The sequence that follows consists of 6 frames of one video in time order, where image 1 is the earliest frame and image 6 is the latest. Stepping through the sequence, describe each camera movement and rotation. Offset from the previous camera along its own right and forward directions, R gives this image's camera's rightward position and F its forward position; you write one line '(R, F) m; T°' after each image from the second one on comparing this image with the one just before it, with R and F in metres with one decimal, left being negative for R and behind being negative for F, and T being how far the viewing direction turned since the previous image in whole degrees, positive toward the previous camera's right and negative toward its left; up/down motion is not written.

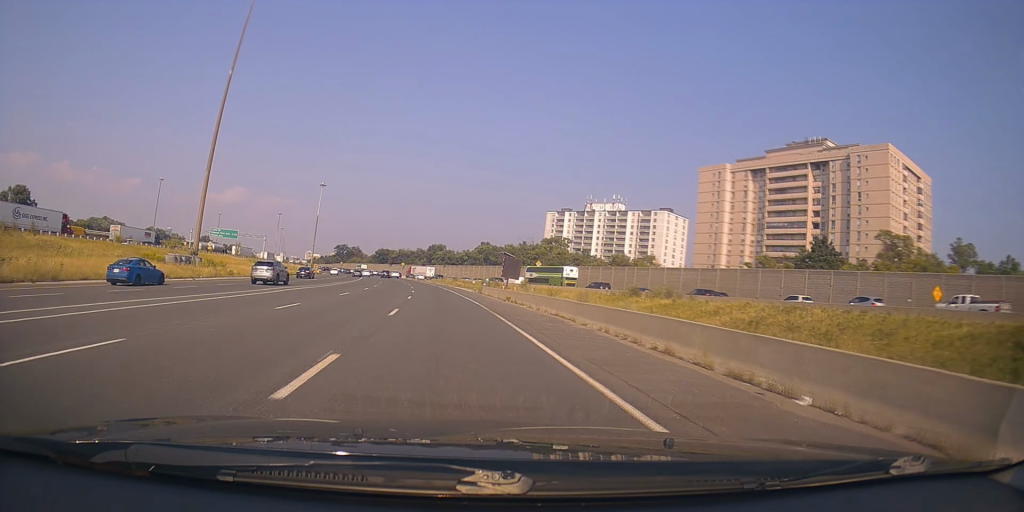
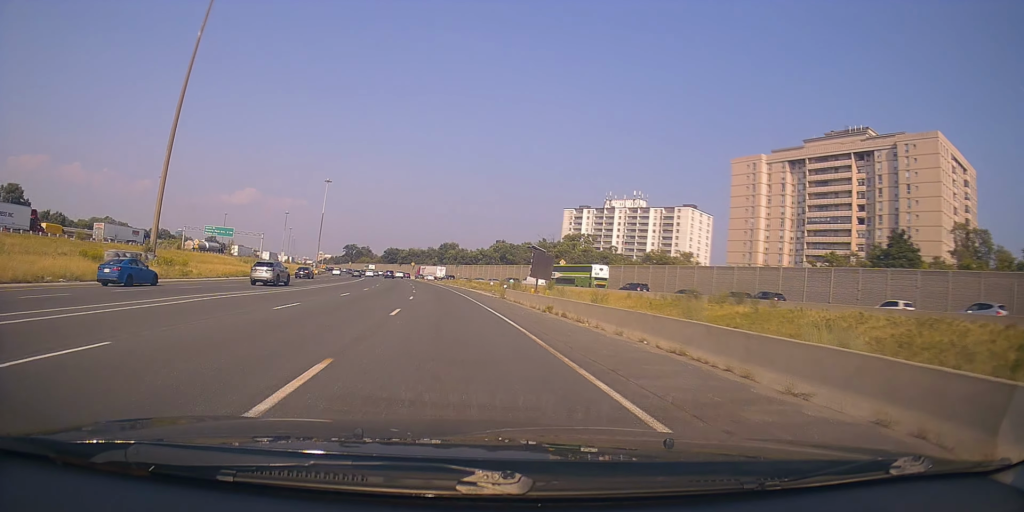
(-0.1, +12.5) m; -1°
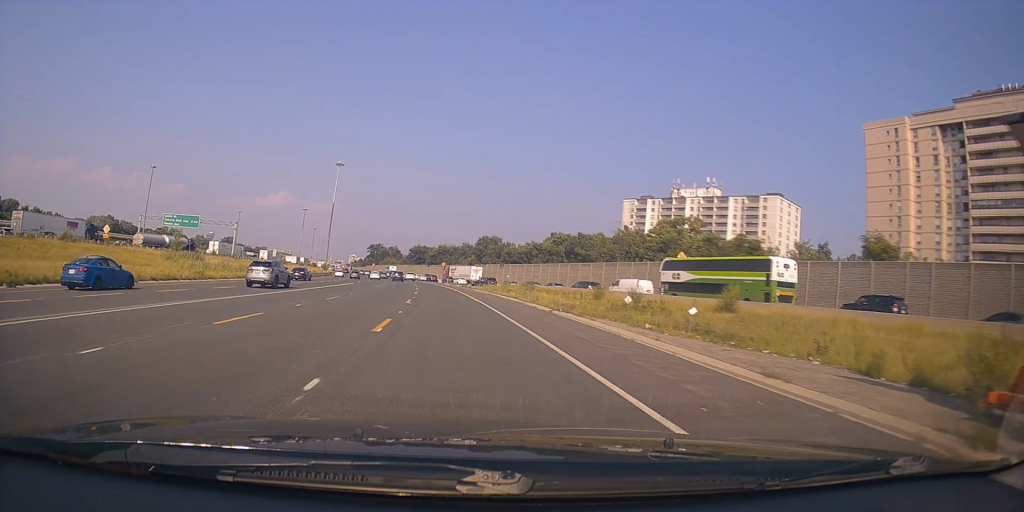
(-0.4, +40.9) m; -2°
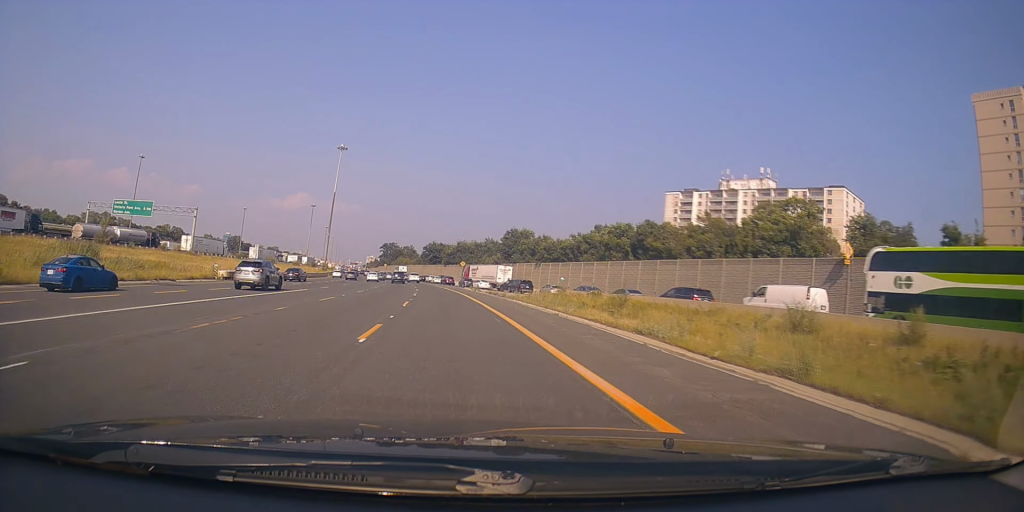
(-0.9, +25.6) m; -3°
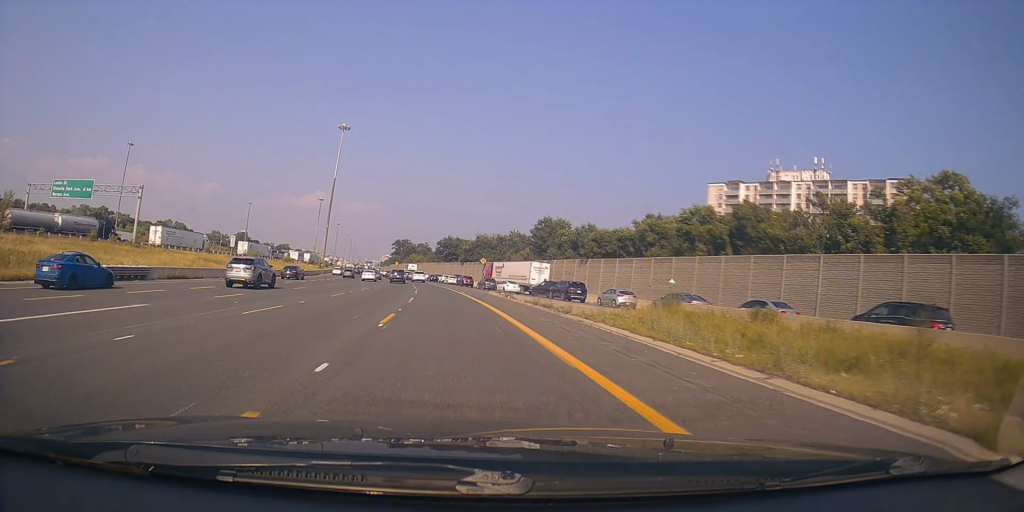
(-0.5, +21.0) m; -3°
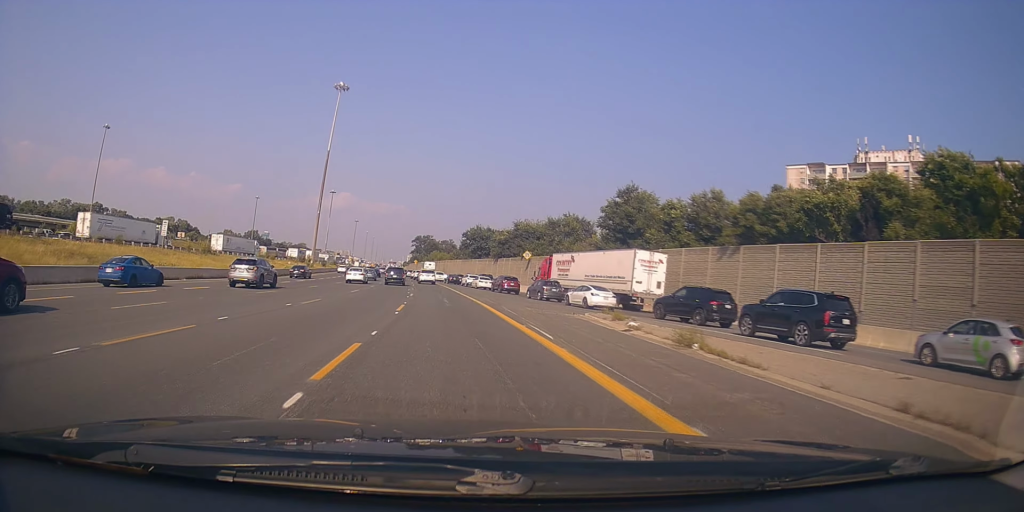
(-0.7, +32.3) m; -3°
